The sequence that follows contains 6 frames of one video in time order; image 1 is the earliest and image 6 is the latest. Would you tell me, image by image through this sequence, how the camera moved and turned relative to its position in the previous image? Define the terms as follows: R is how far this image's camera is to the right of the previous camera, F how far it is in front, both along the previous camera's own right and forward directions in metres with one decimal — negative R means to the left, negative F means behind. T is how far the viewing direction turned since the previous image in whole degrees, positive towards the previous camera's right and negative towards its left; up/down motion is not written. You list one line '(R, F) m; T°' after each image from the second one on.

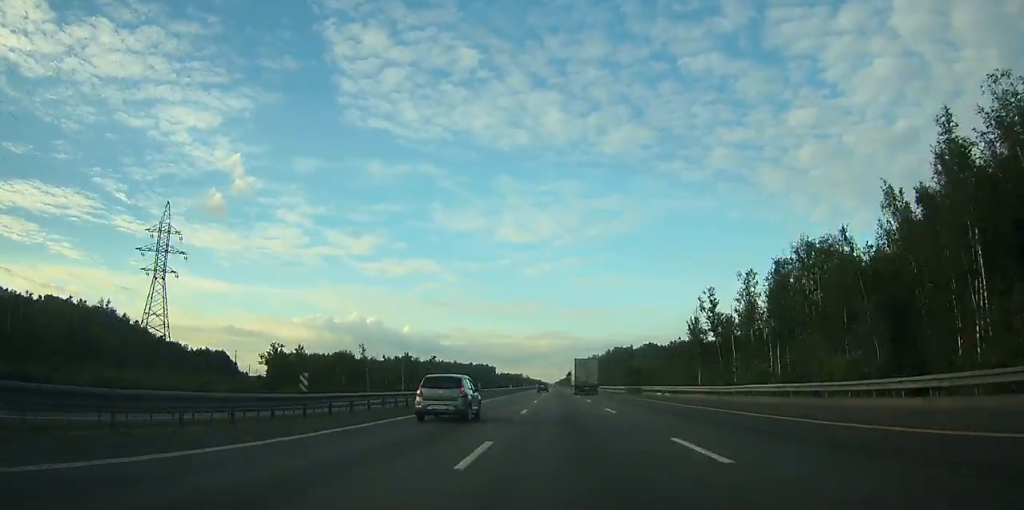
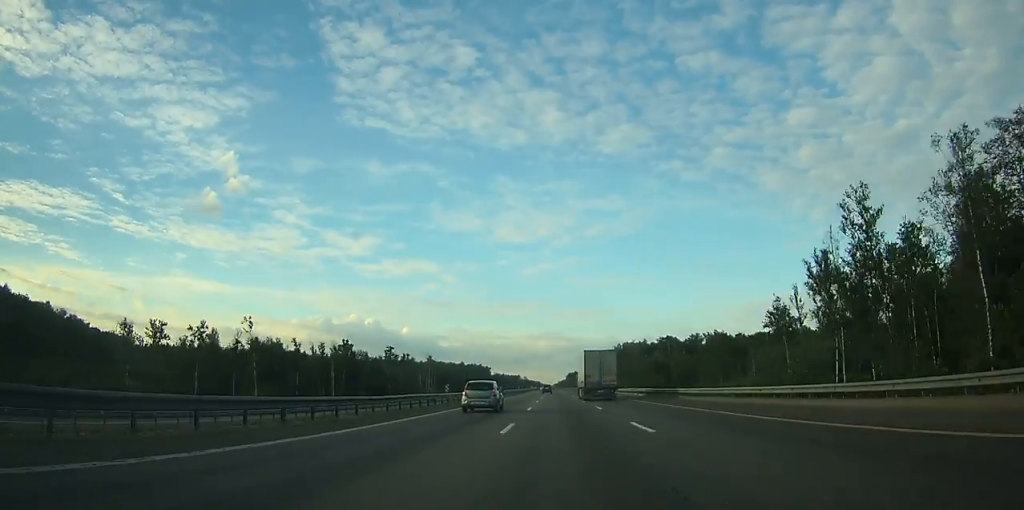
(+0.1, +59.4) m; 0°
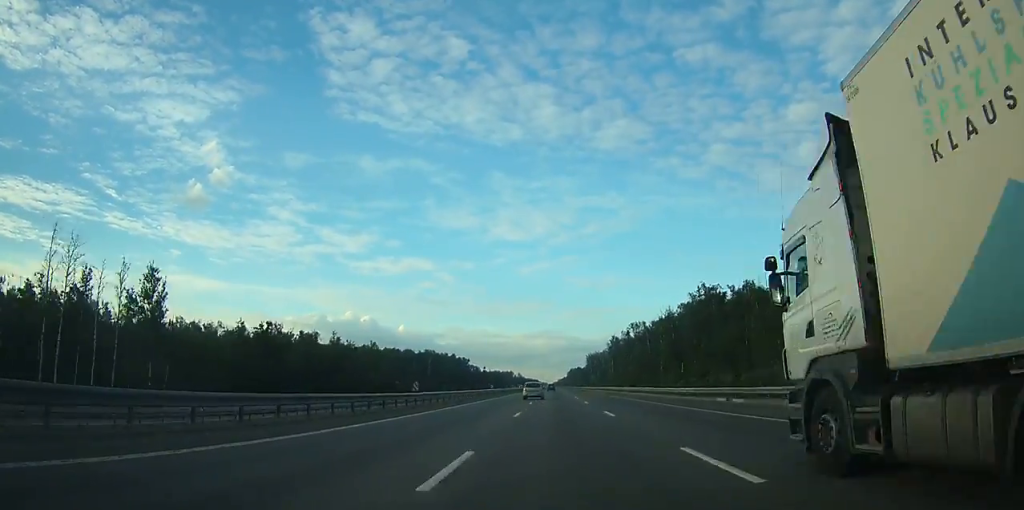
(+0.2, +177.1) m; 0°
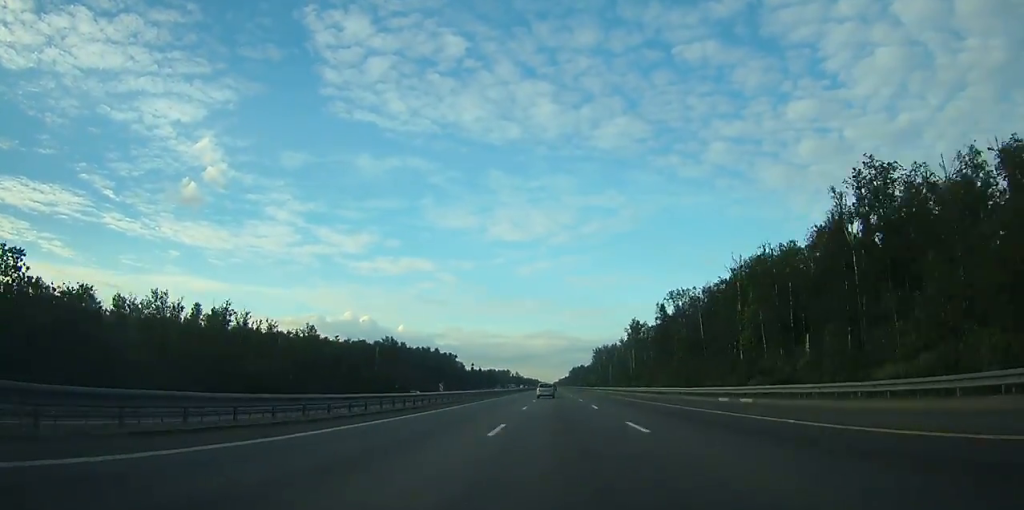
(+0.1, +76.3) m; 0°
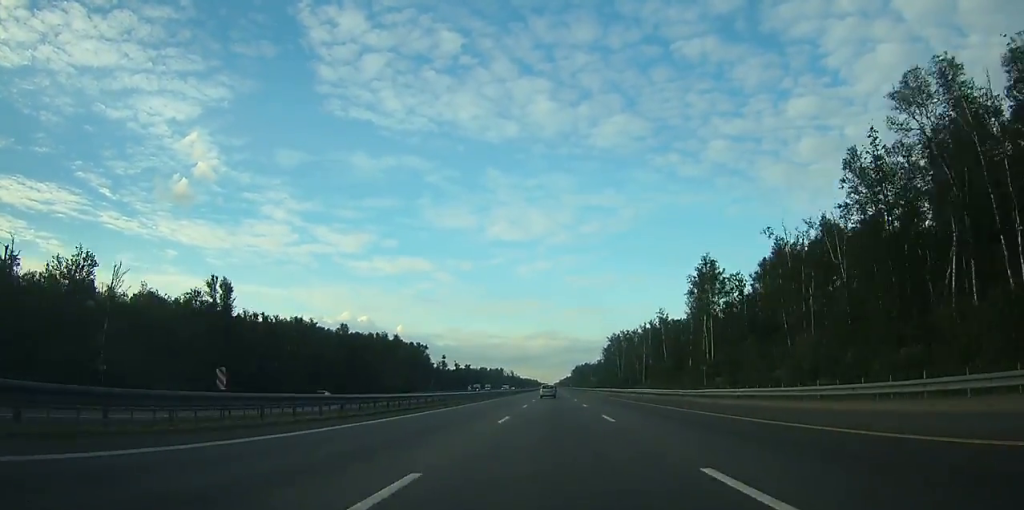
(-0.1, +107.7) m; 0°
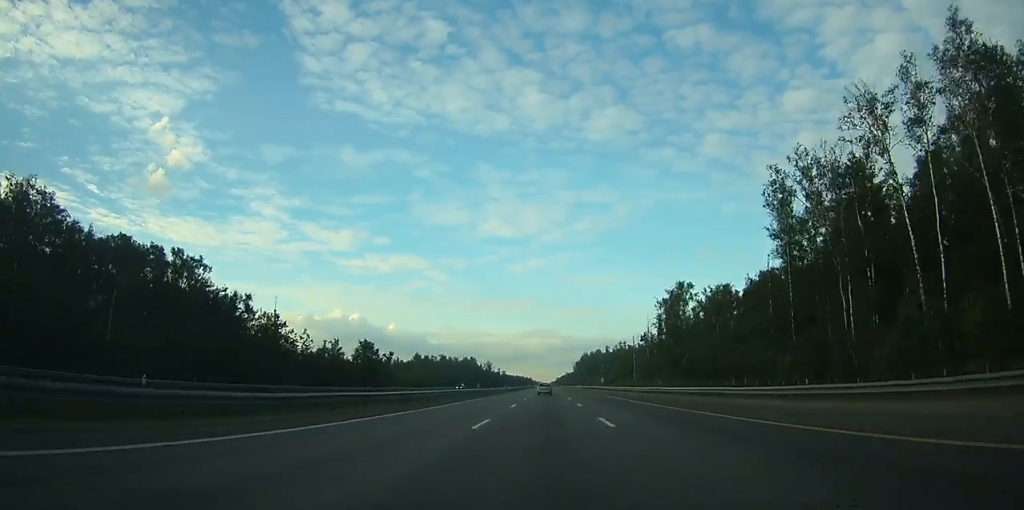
(+0.8, +220.8) m; 0°
